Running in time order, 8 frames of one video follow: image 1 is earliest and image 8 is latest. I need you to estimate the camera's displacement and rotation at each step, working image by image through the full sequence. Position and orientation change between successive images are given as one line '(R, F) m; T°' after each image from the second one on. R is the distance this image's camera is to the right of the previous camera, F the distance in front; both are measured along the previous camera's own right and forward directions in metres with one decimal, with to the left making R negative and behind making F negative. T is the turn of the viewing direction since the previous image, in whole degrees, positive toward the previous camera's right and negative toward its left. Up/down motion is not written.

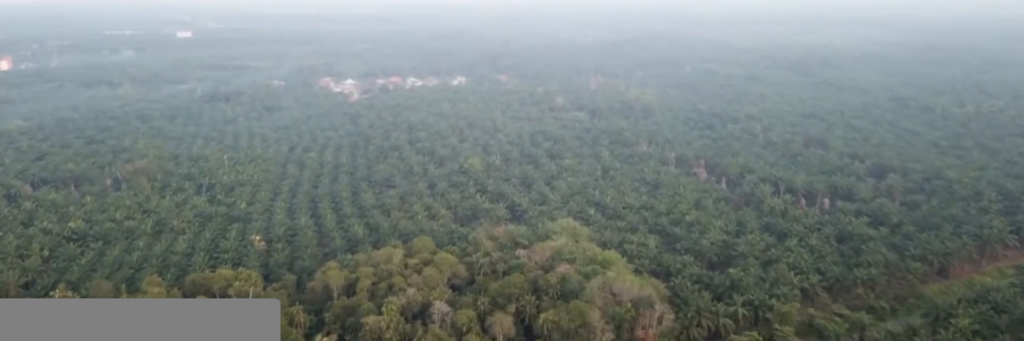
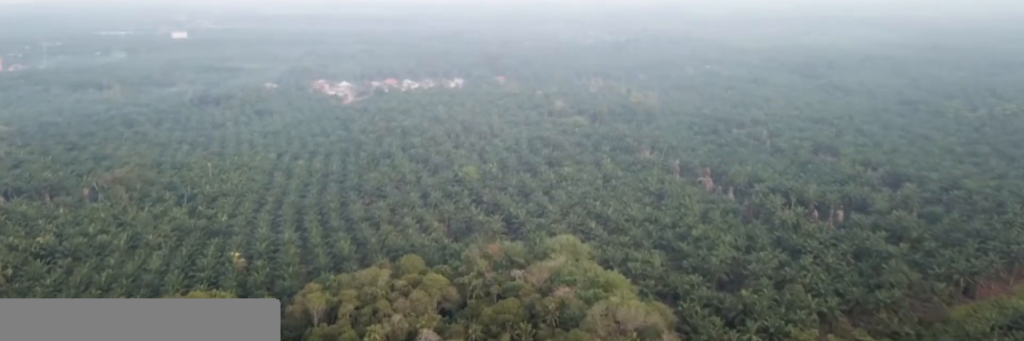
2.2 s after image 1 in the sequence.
(+0.1, +19.8) m; +1°
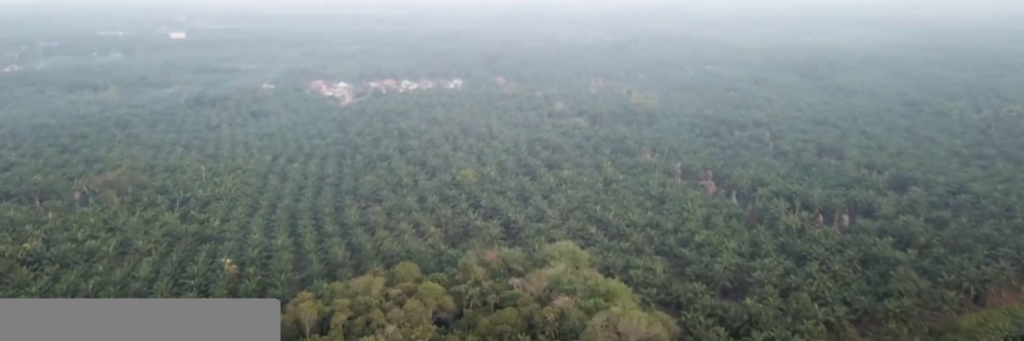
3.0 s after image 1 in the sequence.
(0.0, +7.3) m; 0°
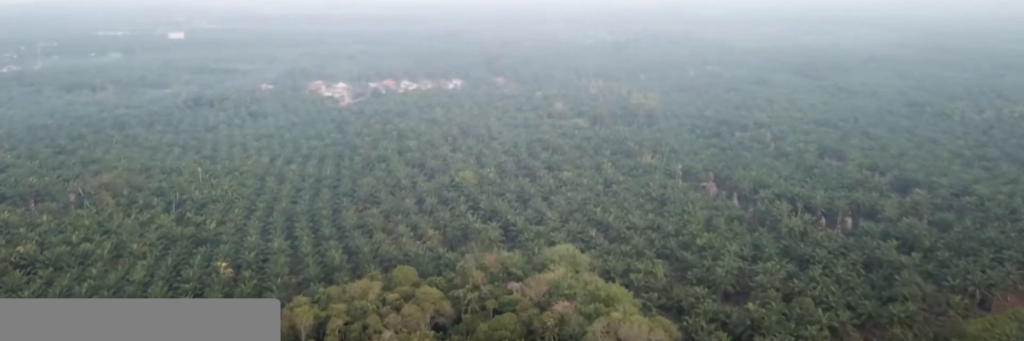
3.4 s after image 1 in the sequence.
(0.0, +3.7) m; 0°
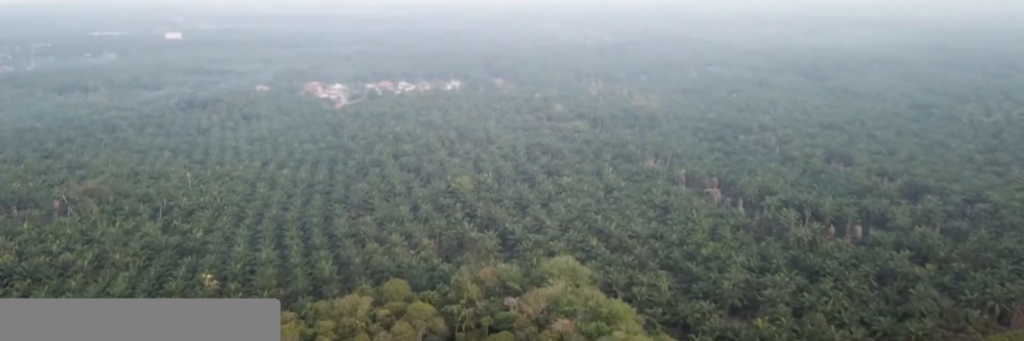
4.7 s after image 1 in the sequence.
(-0.1, +11.8) m; -3°
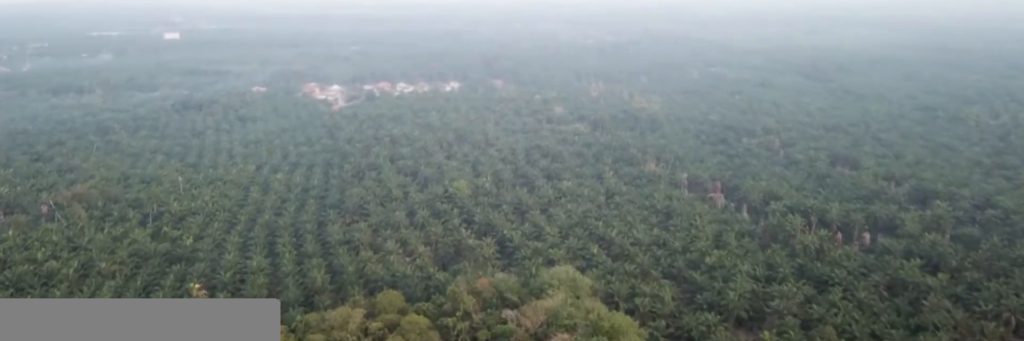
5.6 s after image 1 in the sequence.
(-0.3, +8.7) m; 0°
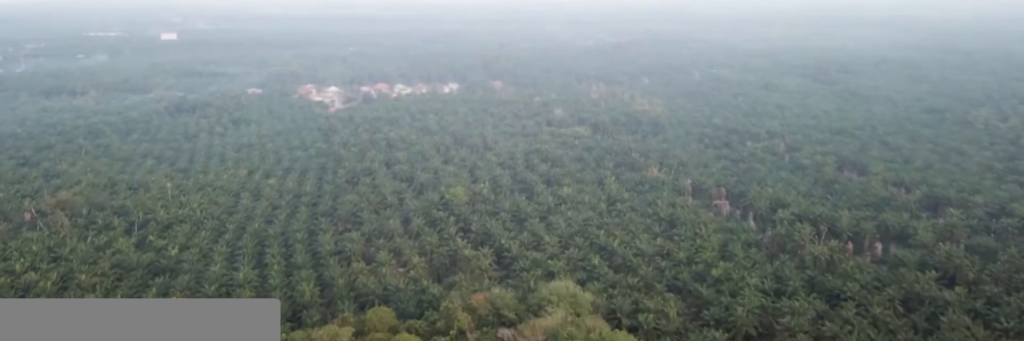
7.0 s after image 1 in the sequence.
(+0.4, +11.9) m; +2°
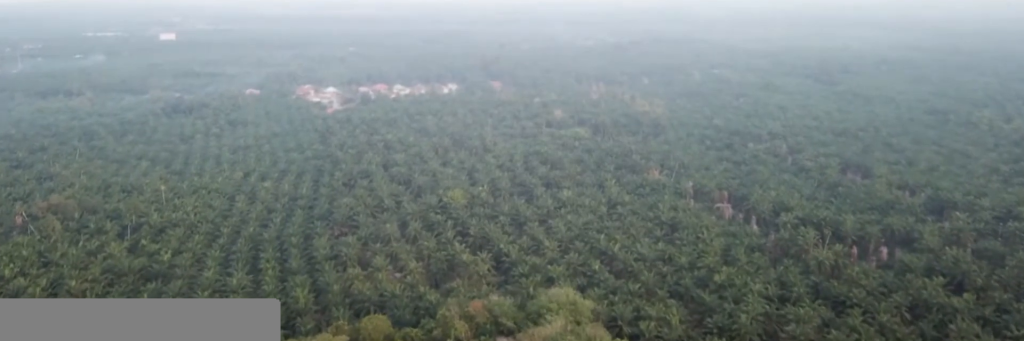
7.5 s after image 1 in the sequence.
(0.0, +5.1) m; 0°
